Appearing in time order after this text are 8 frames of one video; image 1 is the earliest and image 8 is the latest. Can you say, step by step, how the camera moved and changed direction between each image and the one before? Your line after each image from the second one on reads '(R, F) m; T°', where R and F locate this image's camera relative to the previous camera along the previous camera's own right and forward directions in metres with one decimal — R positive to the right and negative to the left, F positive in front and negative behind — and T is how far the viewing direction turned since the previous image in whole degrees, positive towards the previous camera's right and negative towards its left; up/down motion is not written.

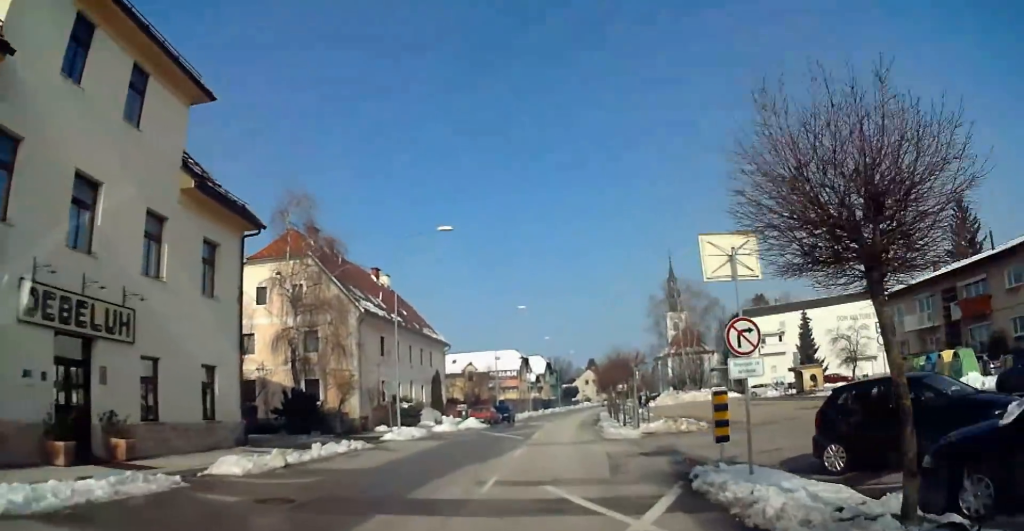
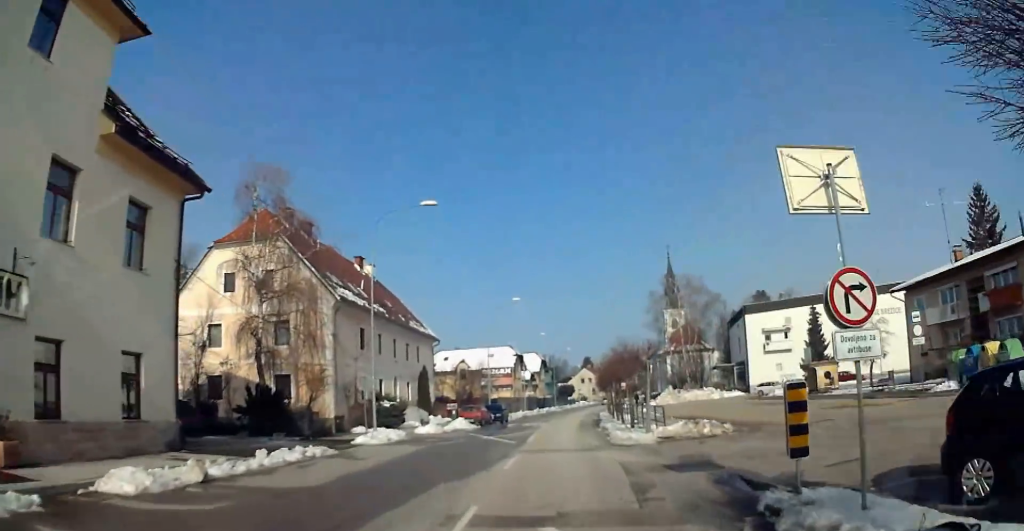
(+0.1, +3.9) m; +1°
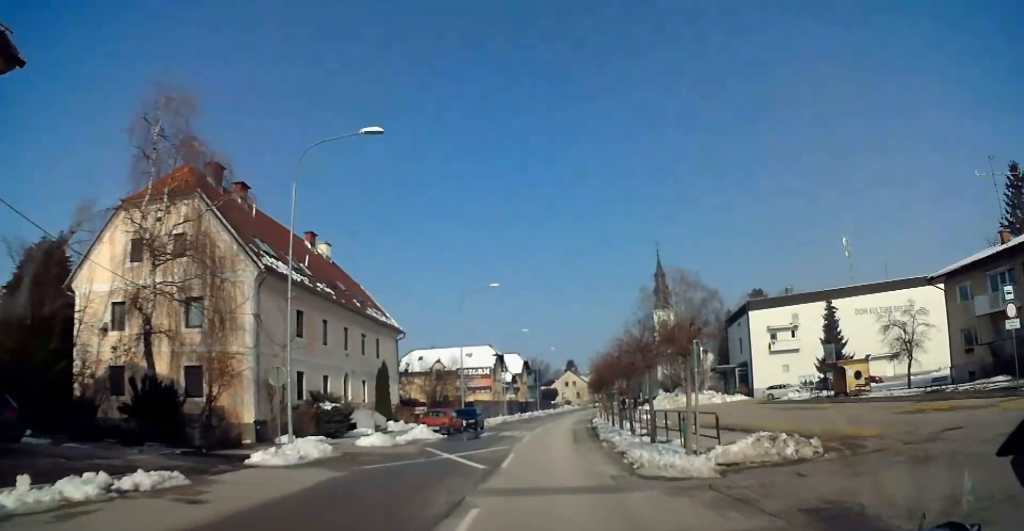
(+0.1, +8.0) m; +2°
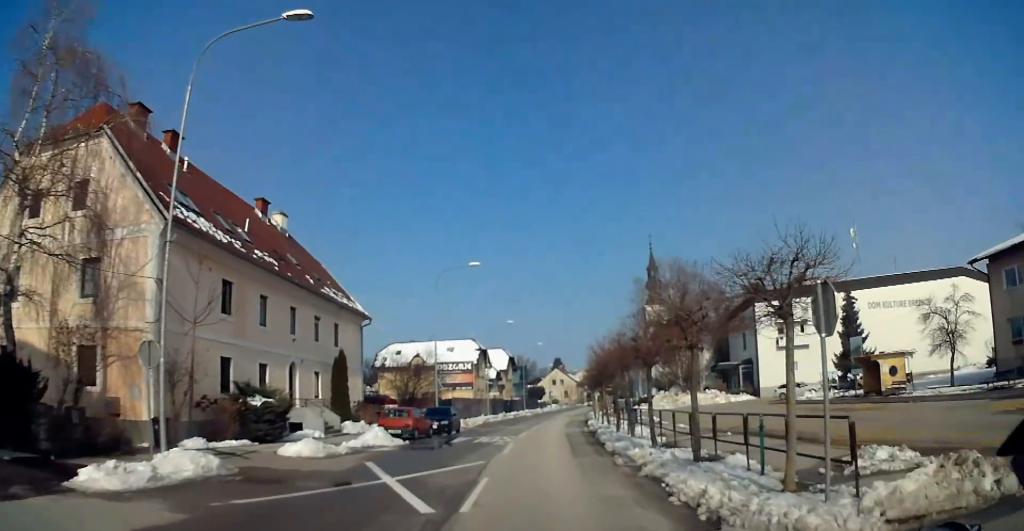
(+0.1, +6.4) m; +2°
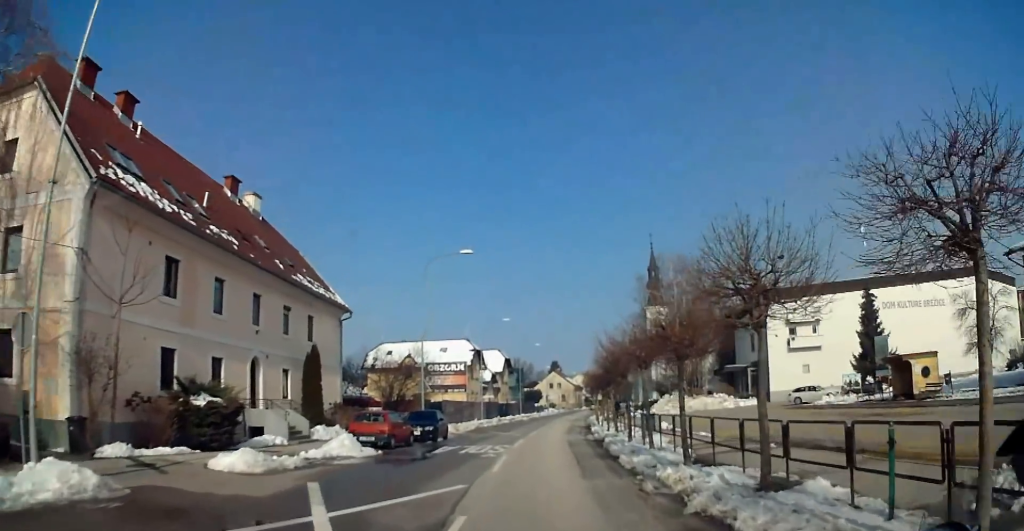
(0.0, +3.8) m; +1°
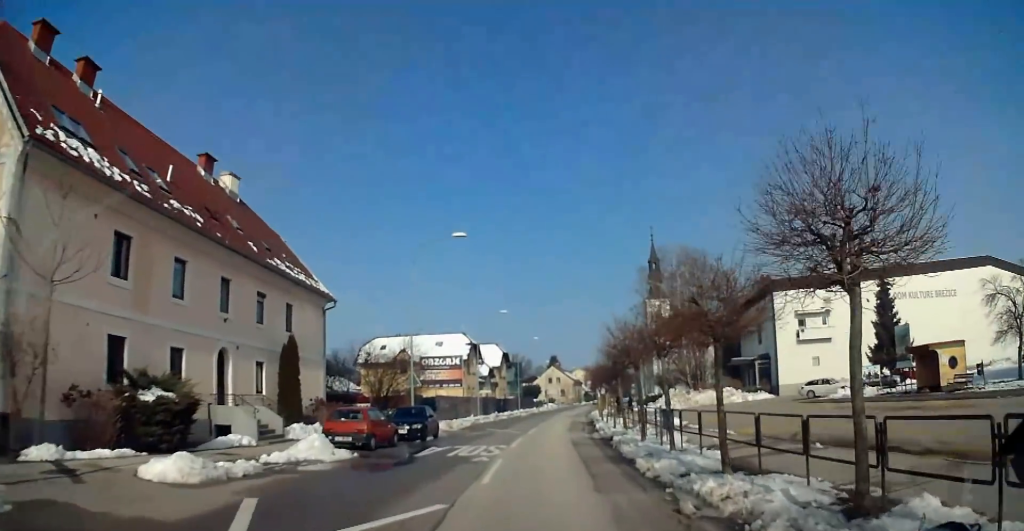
(+0.1, +2.7) m; +1°
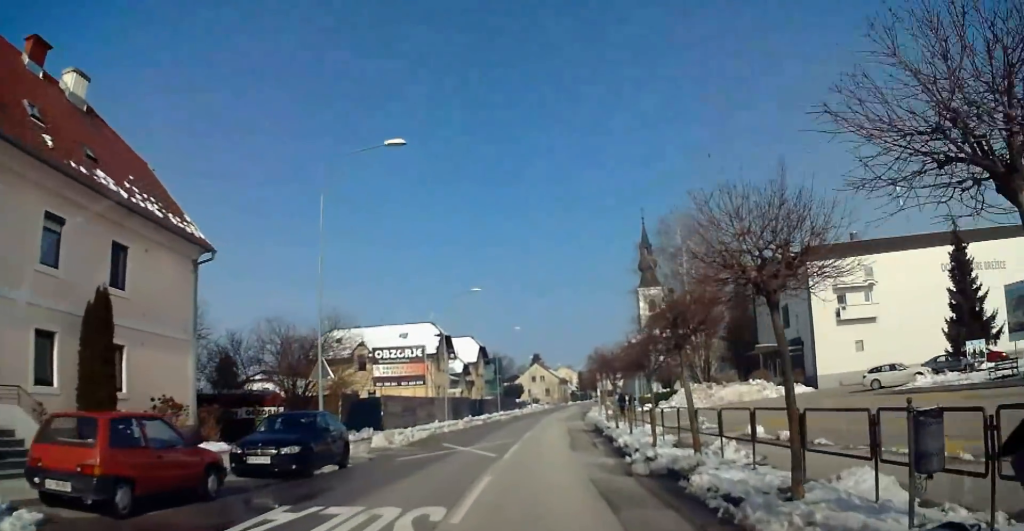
(+0.2, +12.3) m; +2°
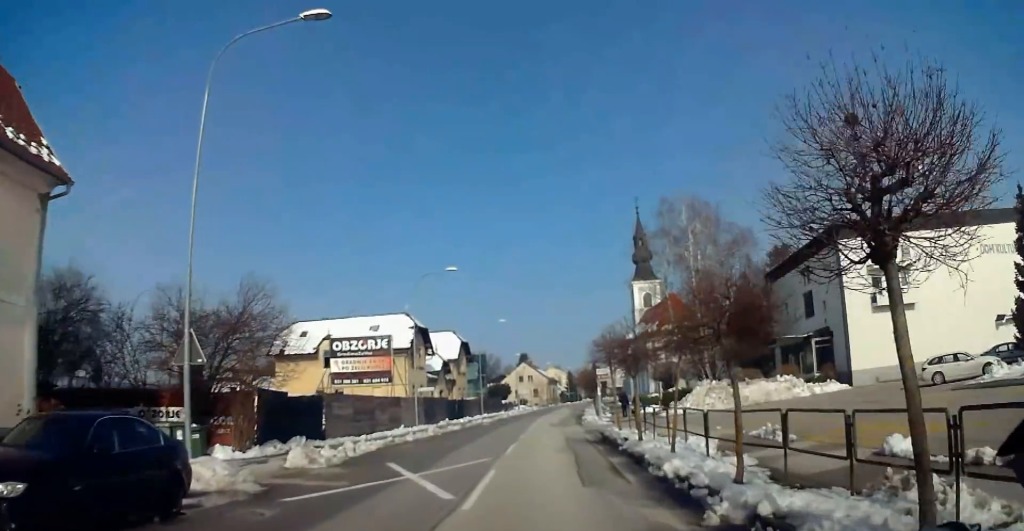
(+0.1, +7.9) m; 0°
